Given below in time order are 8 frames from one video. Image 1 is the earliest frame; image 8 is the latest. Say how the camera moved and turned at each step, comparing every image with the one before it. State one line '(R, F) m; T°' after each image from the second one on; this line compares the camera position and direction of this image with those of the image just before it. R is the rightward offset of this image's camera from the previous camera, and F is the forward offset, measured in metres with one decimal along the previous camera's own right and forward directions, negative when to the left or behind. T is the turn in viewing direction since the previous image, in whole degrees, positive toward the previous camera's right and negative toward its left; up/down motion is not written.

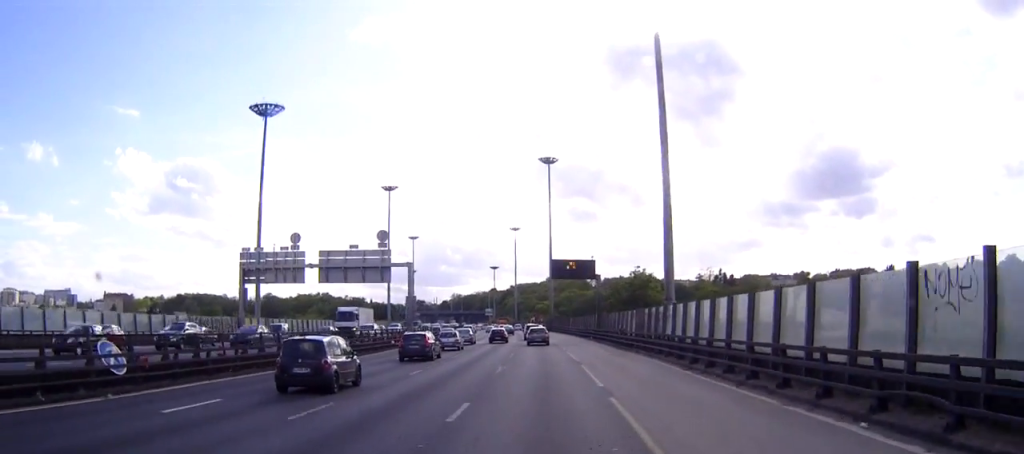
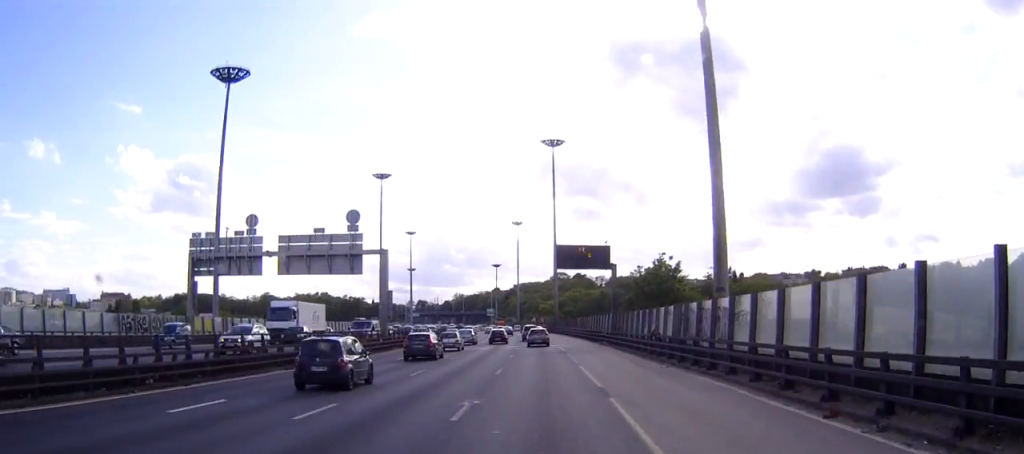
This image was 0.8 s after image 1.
(0.0, +12.8) m; 0°
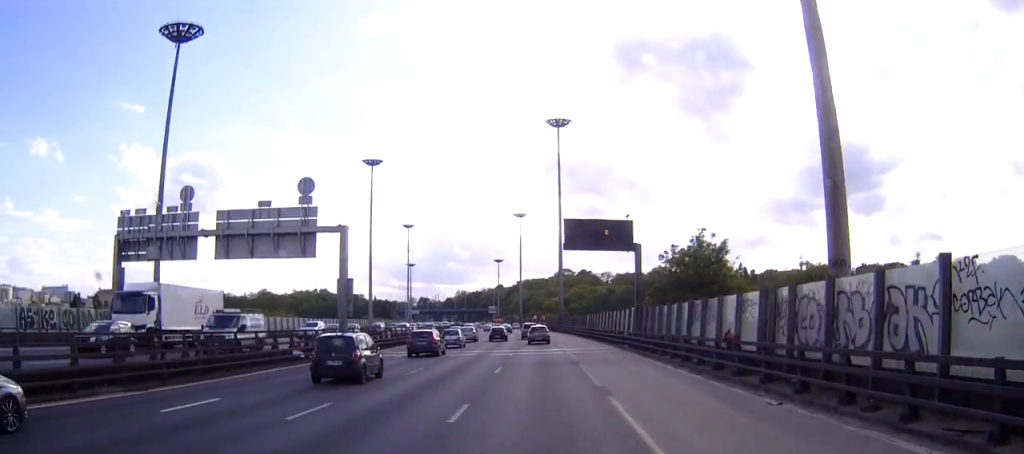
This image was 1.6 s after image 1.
(0.0, +13.3) m; 0°
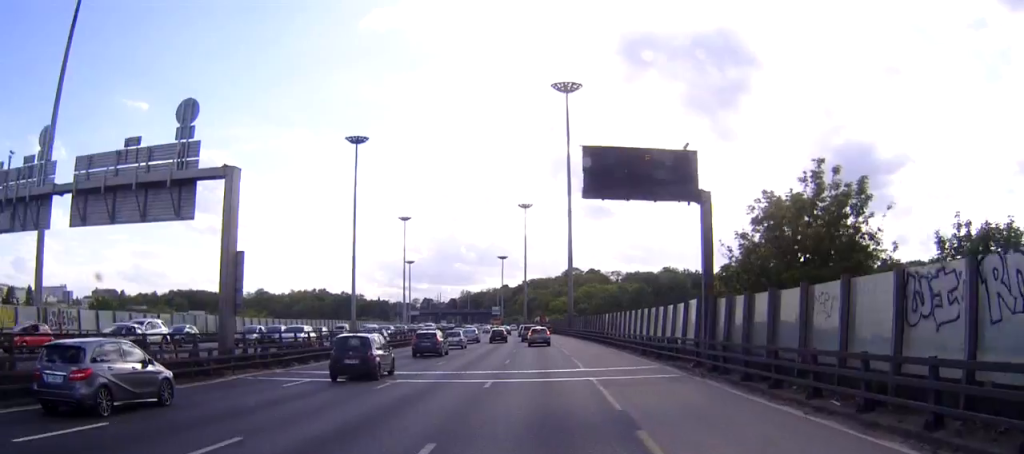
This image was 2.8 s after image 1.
(-0.1, +18.1) m; -1°
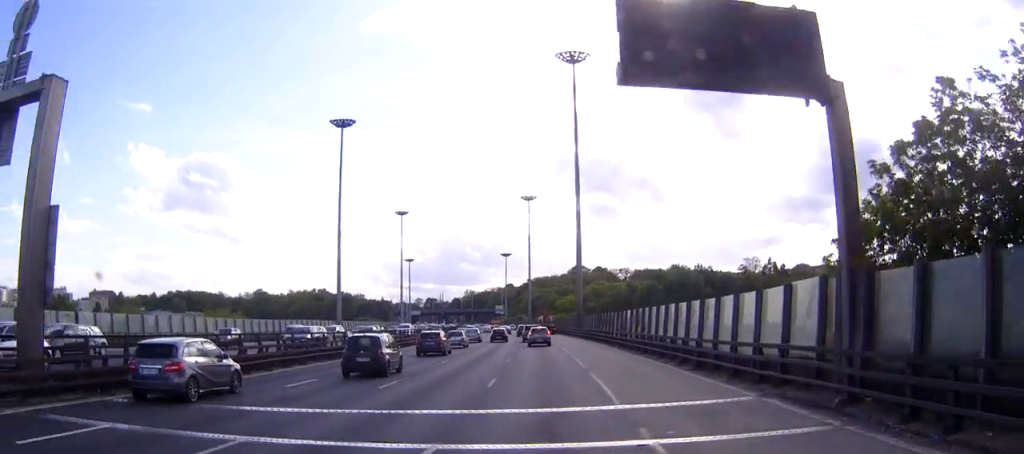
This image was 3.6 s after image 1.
(-0.1, +12.9) m; 0°
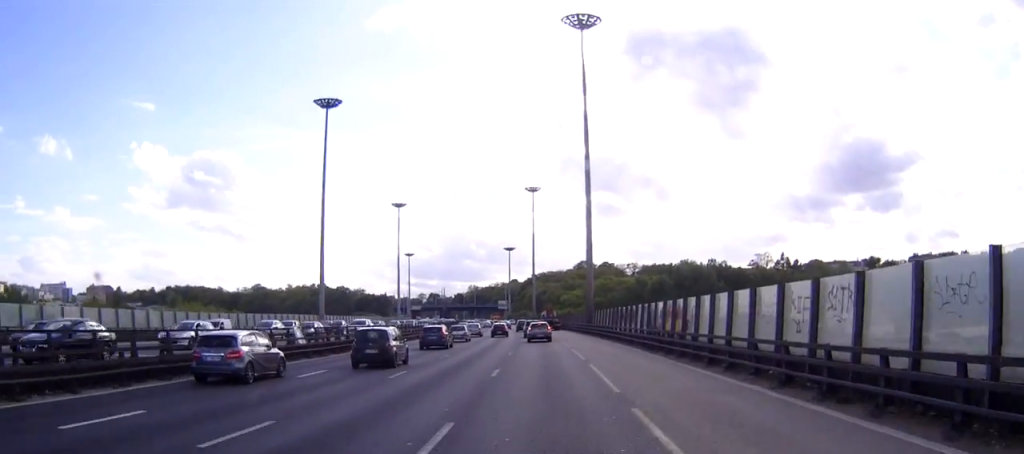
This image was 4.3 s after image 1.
(0.0, +11.9) m; 0°
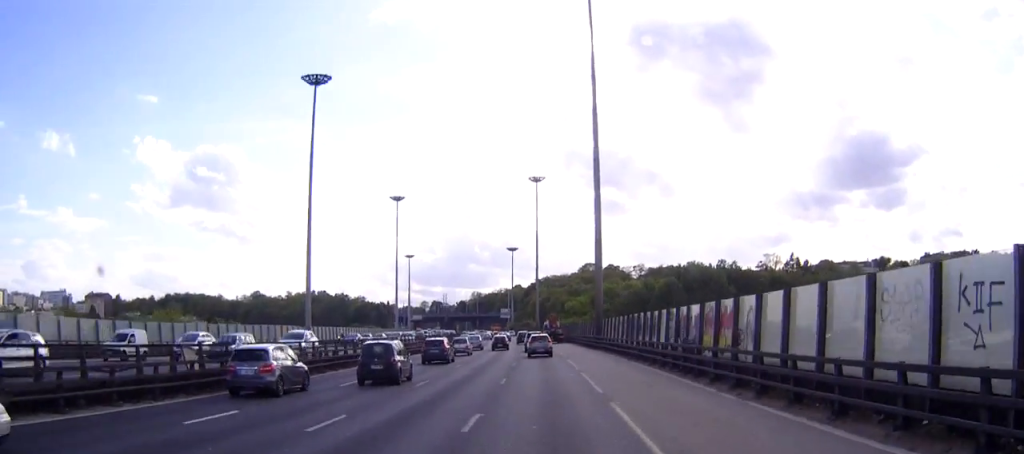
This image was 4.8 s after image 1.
(0.0, +8.1) m; 0°
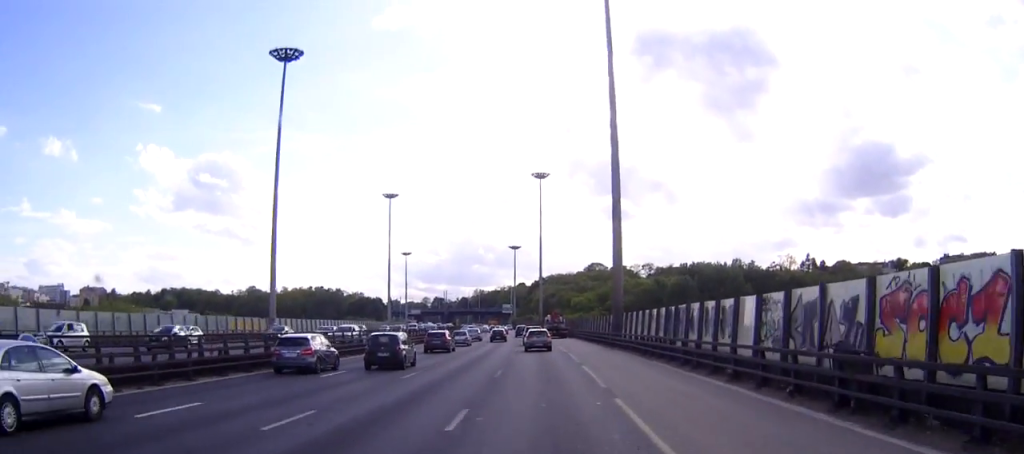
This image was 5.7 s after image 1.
(0.0, +14.9) m; 0°
